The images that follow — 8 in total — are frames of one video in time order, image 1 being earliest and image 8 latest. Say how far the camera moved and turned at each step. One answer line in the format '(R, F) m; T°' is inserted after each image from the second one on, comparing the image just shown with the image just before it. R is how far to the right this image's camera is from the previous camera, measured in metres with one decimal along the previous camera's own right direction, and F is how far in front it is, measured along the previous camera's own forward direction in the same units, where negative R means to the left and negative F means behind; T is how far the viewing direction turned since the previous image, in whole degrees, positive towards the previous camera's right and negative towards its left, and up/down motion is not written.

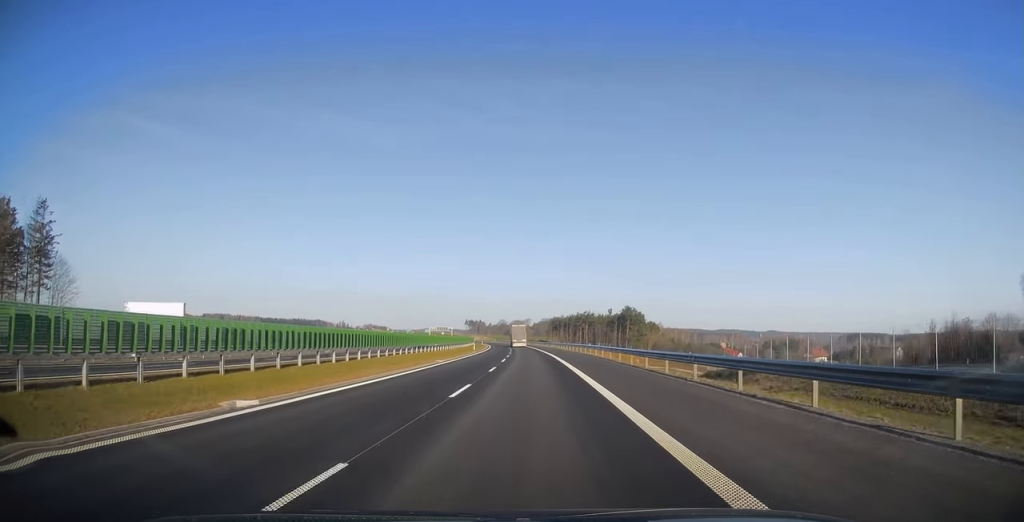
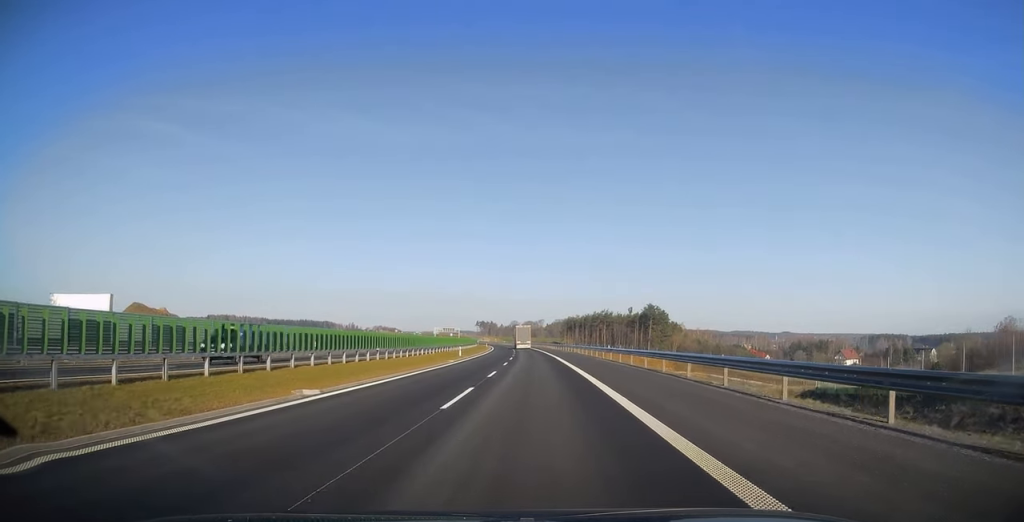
(-0.1, +26.3) m; -1°
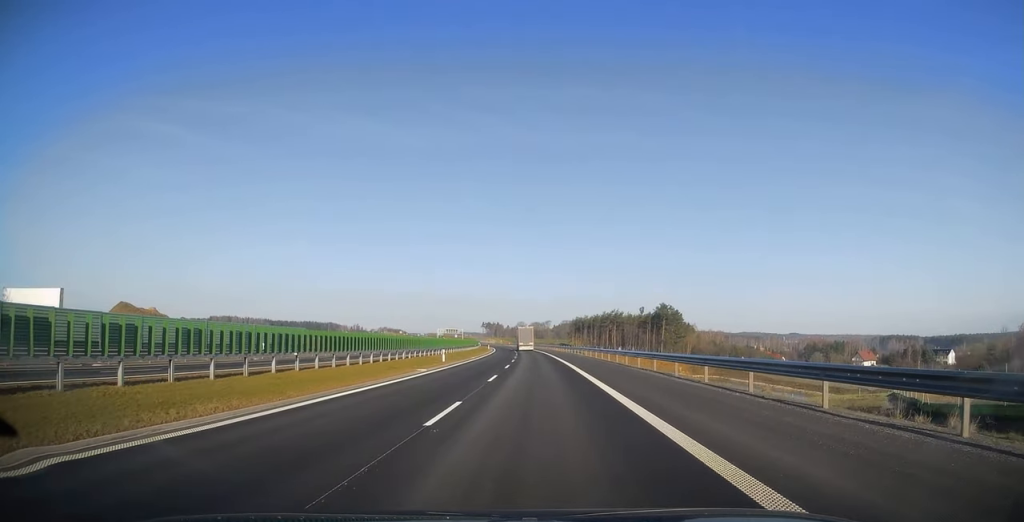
(-0.1, +13.5) m; -1°
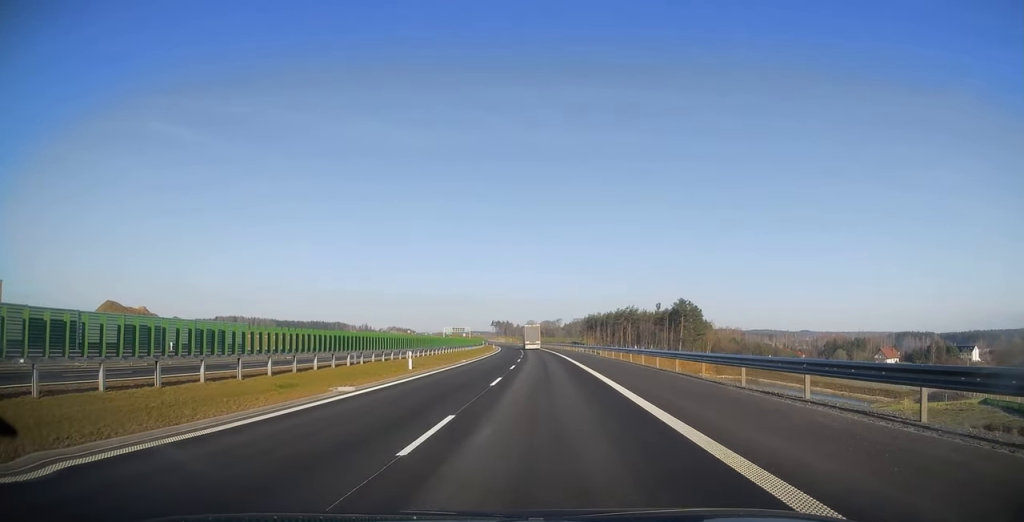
(-0.1, +14.7) m; -1°
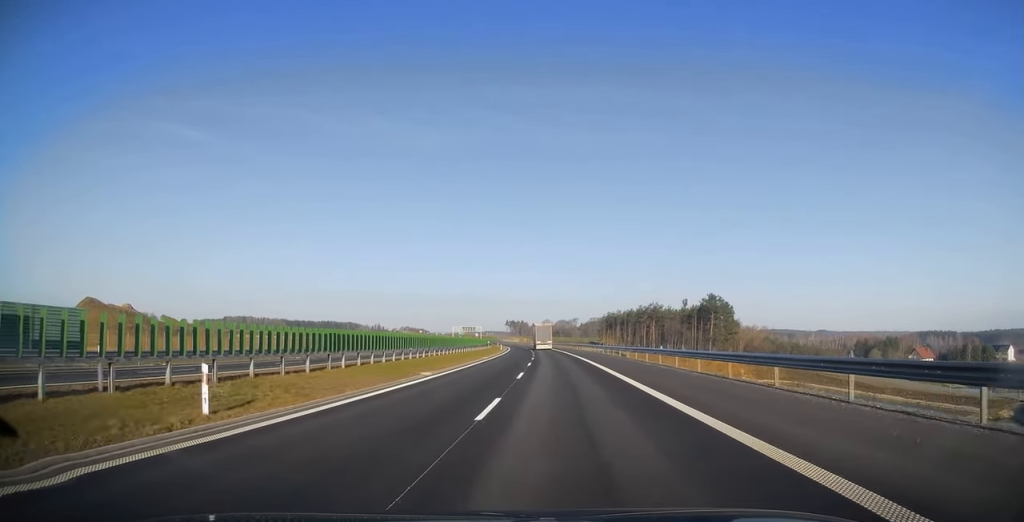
(-0.2, +20.8) m; -1°
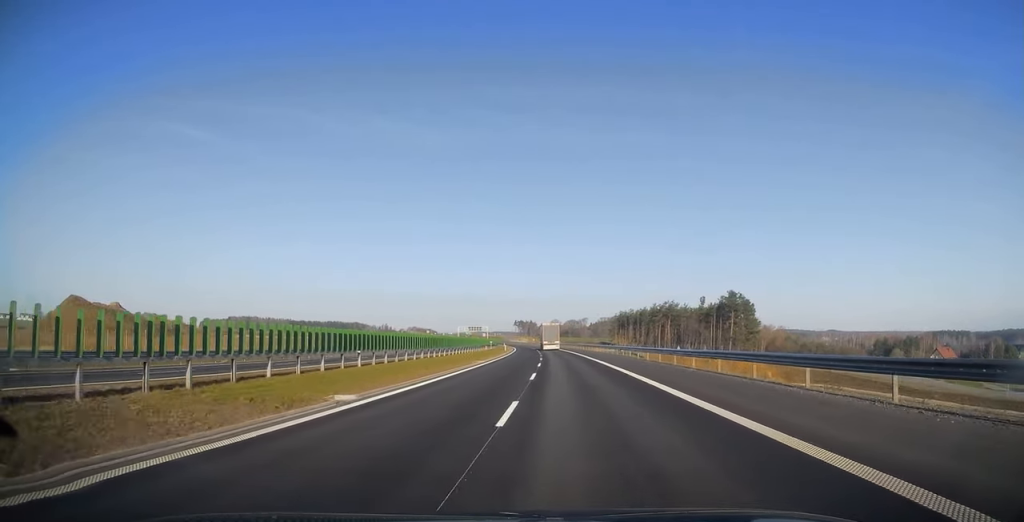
(-0.1, +12.9) m; -1°
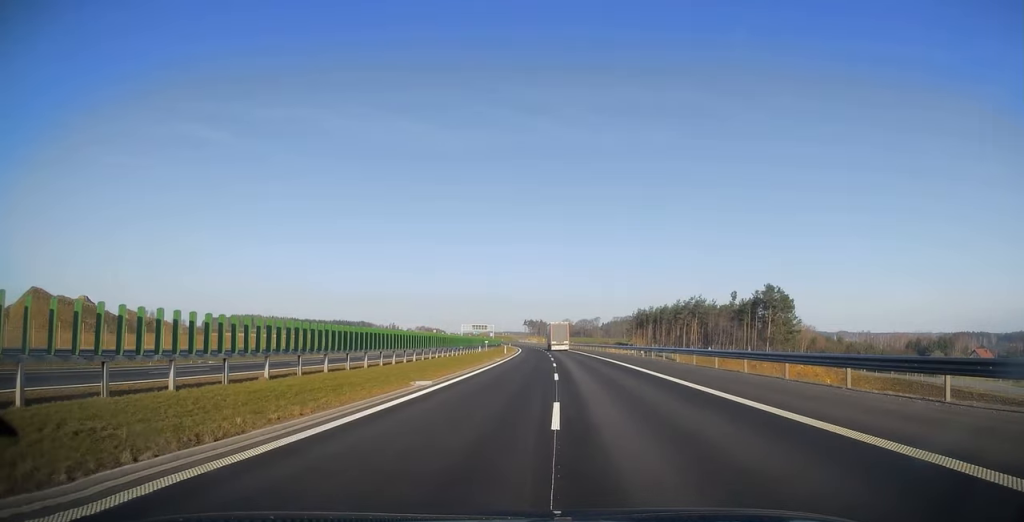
(-0.4, +24.5) m; -1°
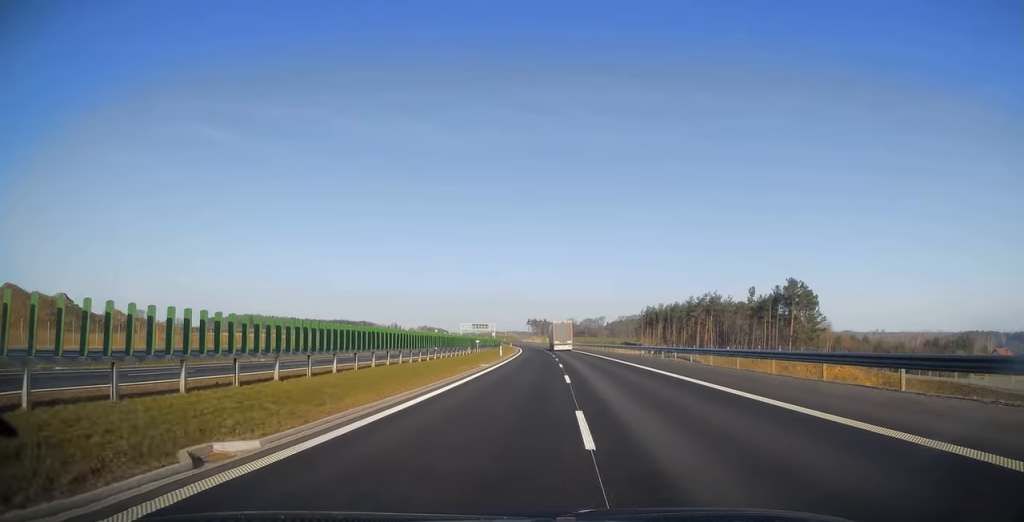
(0.0, +13.8) m; 0°
